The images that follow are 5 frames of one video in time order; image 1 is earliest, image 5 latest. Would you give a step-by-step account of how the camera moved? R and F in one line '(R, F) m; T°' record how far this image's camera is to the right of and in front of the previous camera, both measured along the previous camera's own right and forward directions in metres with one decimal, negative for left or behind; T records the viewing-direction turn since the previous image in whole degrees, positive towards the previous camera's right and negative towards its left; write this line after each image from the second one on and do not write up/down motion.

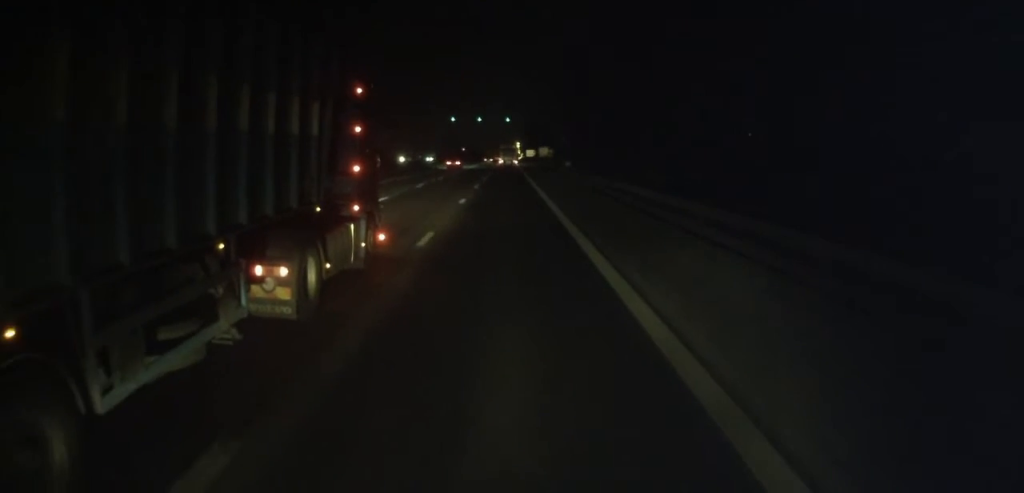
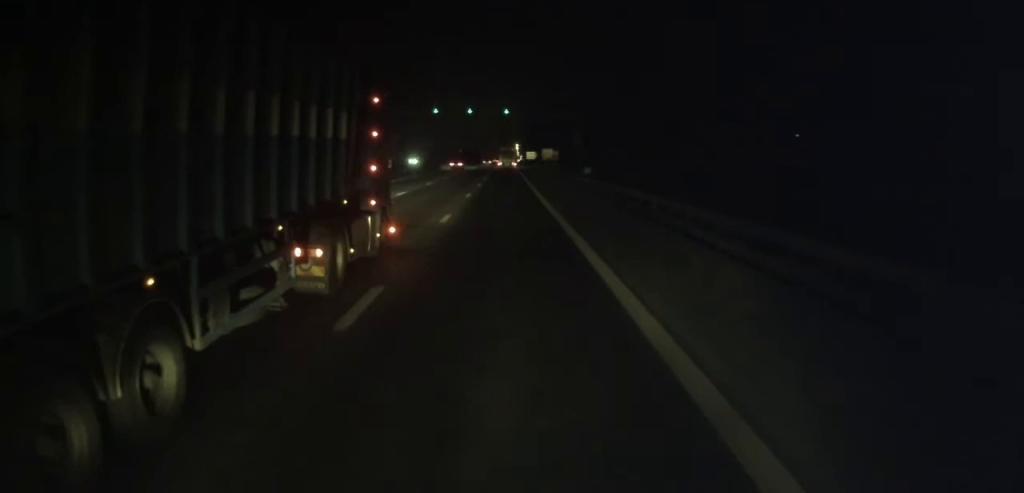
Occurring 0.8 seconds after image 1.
(0.0, +19.6) m; 0°
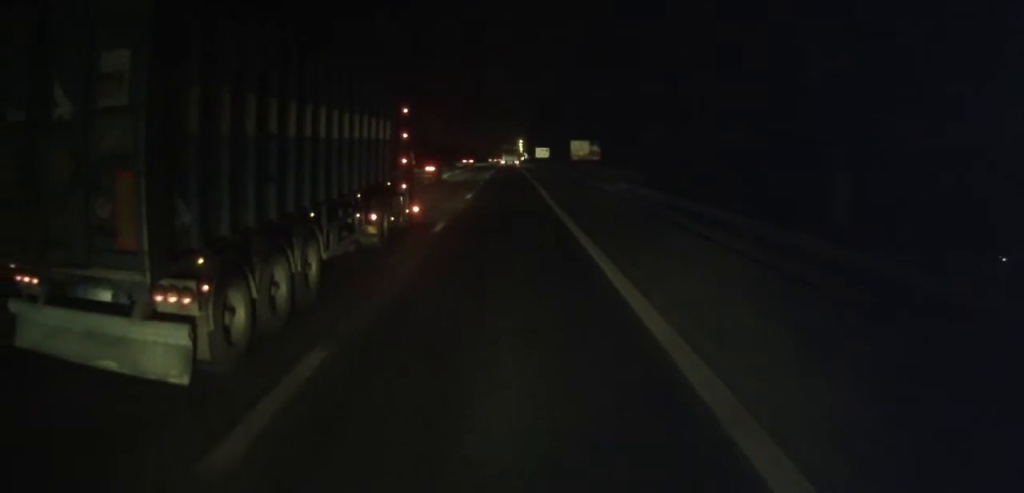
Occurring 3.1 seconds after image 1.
(+0.3, +54.1) m; +1°
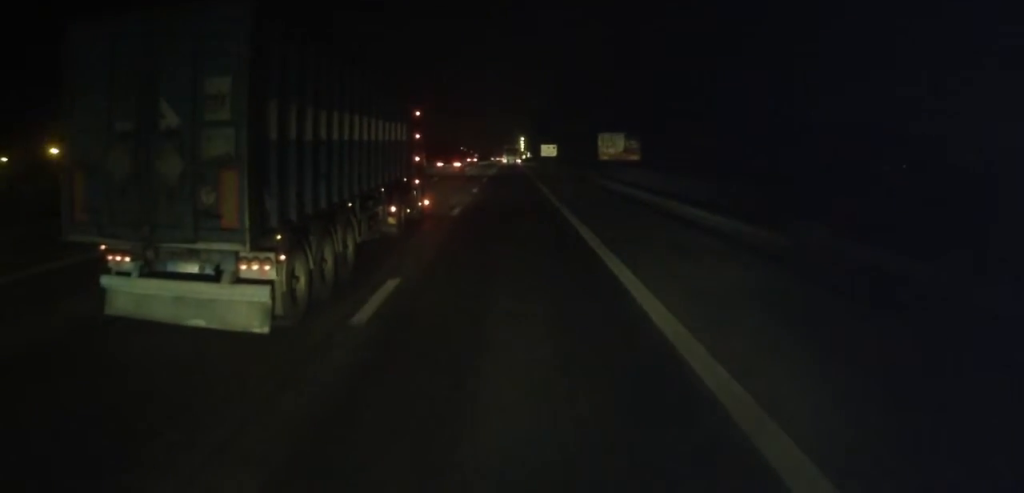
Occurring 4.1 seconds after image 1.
(-0.3, +21.9) m; -1°
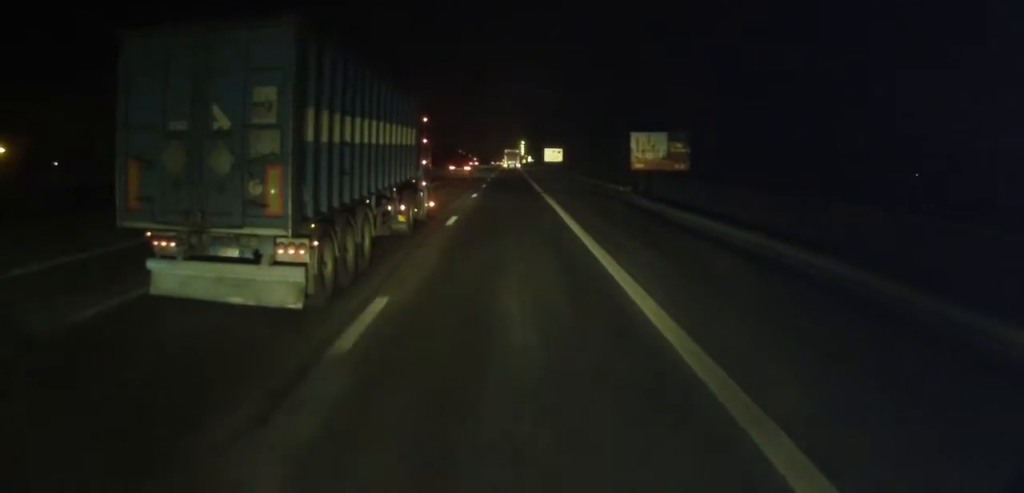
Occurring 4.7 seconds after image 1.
(-0.1, +14.1) m; 0°
